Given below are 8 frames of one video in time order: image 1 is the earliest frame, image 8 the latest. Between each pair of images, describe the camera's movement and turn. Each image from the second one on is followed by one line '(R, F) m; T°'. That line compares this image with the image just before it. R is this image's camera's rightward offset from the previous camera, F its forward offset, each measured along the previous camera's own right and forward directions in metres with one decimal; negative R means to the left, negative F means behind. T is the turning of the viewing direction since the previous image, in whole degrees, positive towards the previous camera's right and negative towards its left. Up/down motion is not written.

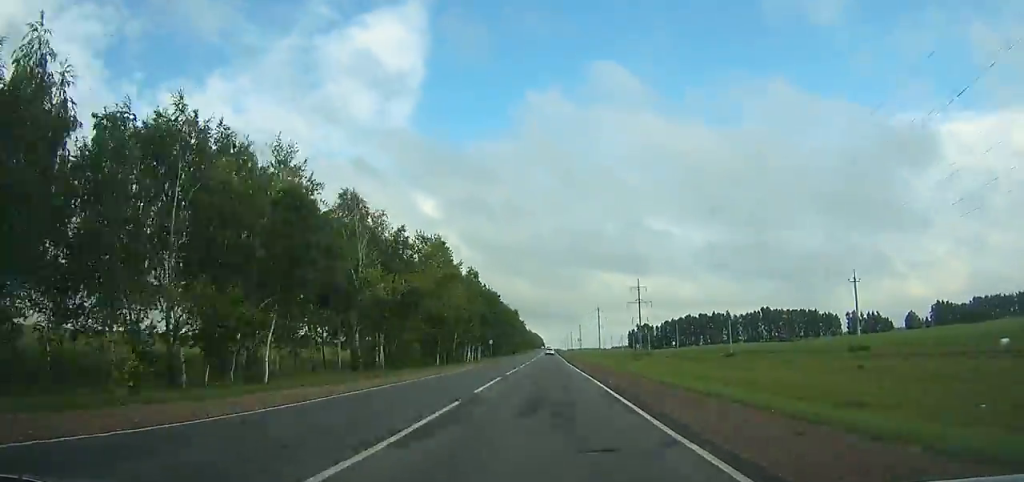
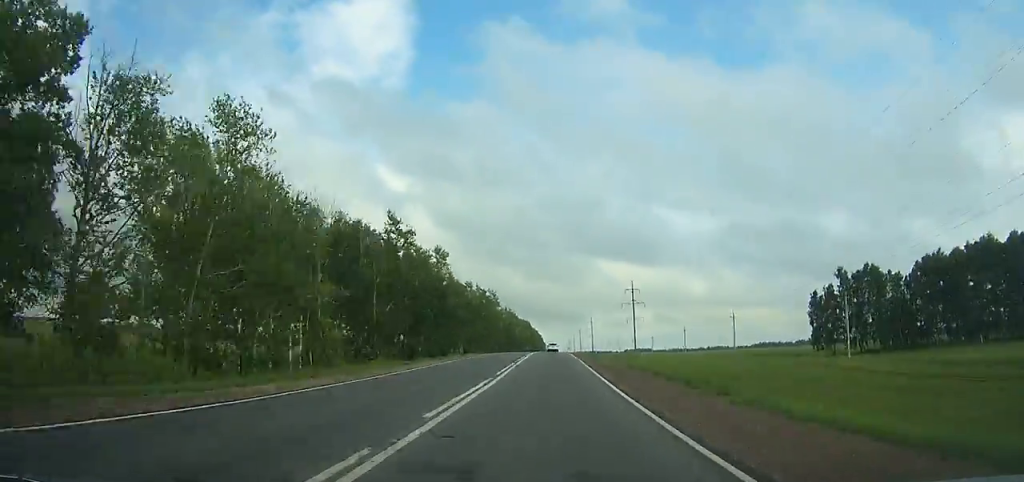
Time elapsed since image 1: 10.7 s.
(0.0, +274.9) m; 0°
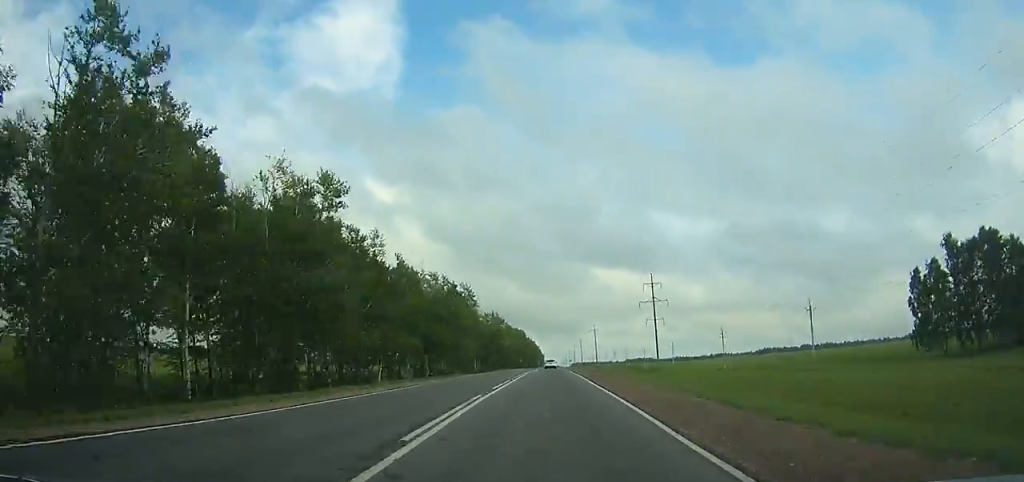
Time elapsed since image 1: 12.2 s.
(0.0, +37.1) m; 0°
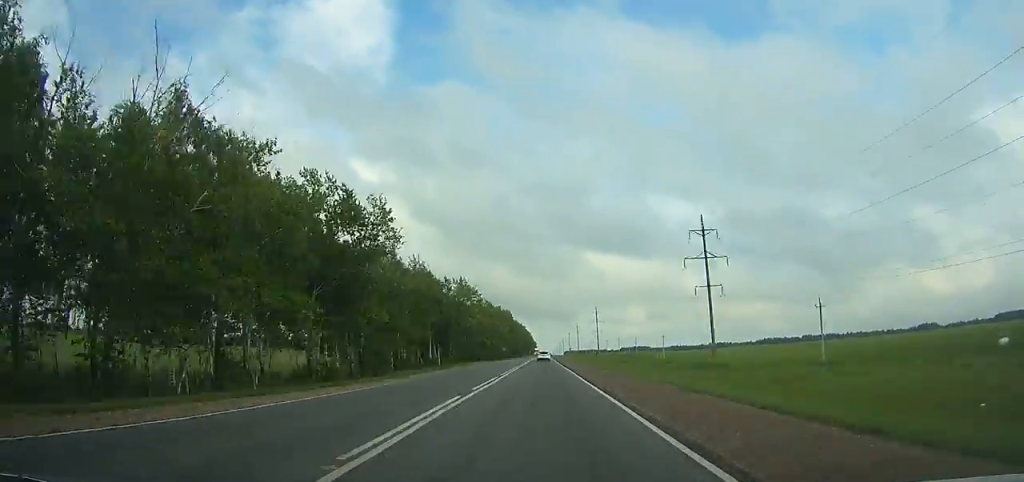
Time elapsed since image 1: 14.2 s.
(+0.1, +48.8) m; 0°
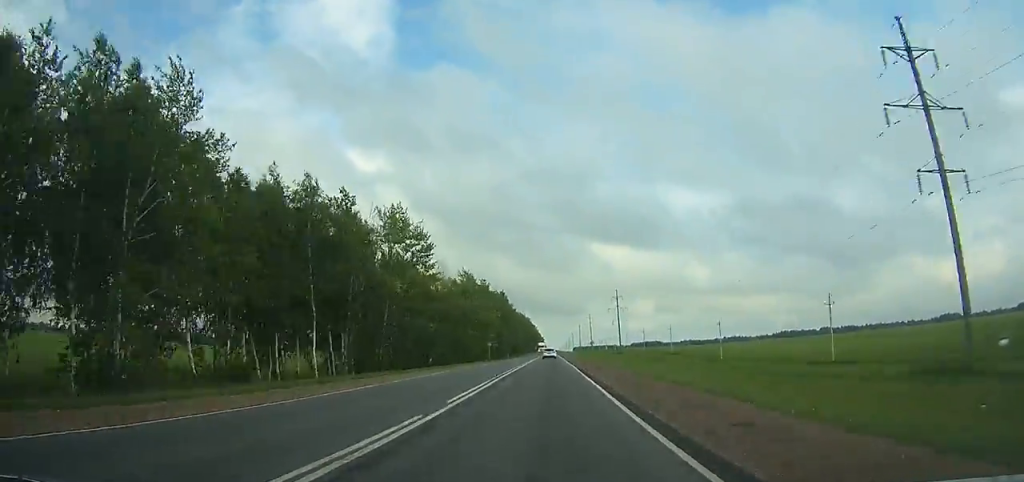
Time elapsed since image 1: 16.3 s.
(+0.1, +50.8) m; 0°
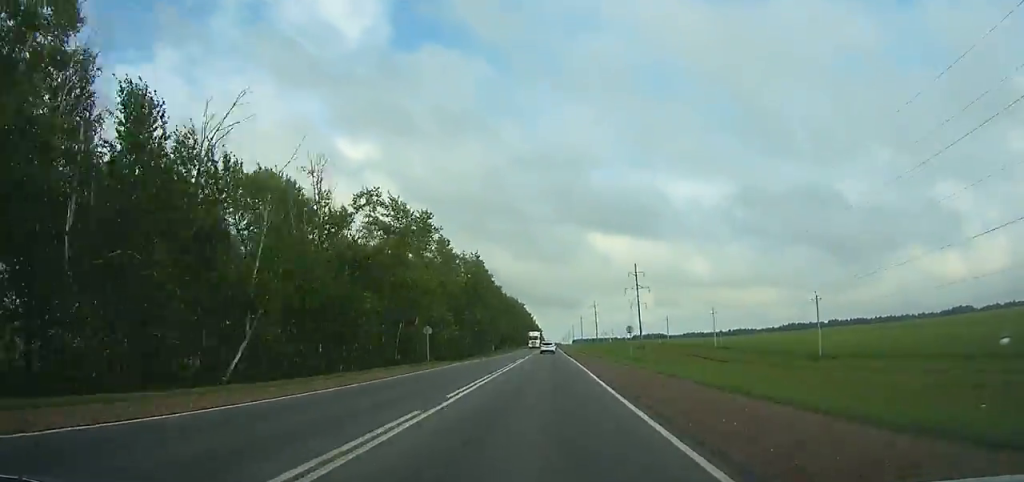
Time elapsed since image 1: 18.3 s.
(+0.1, +48.1) m; 0°
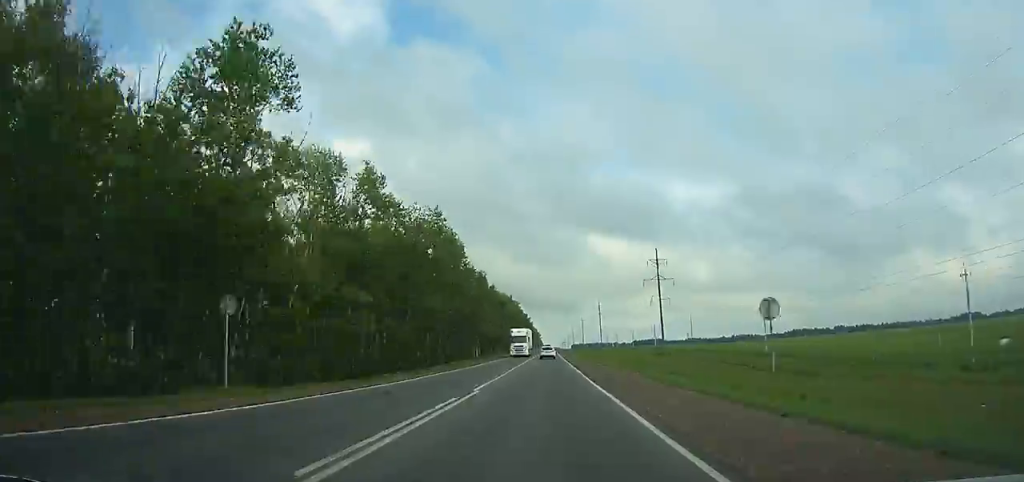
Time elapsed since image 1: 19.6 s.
(0.0, +30.7) m; 0°
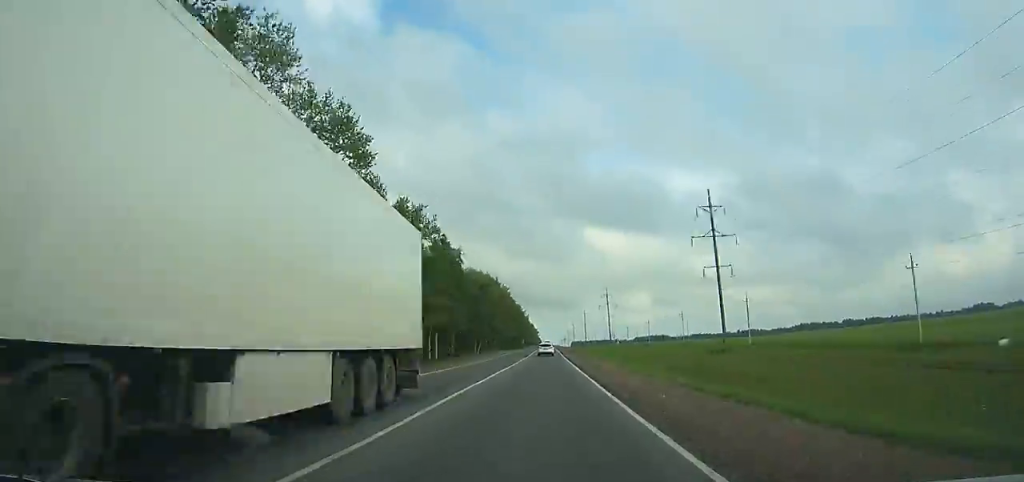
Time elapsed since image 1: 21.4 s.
(0.0, +42.6) m; 0°
